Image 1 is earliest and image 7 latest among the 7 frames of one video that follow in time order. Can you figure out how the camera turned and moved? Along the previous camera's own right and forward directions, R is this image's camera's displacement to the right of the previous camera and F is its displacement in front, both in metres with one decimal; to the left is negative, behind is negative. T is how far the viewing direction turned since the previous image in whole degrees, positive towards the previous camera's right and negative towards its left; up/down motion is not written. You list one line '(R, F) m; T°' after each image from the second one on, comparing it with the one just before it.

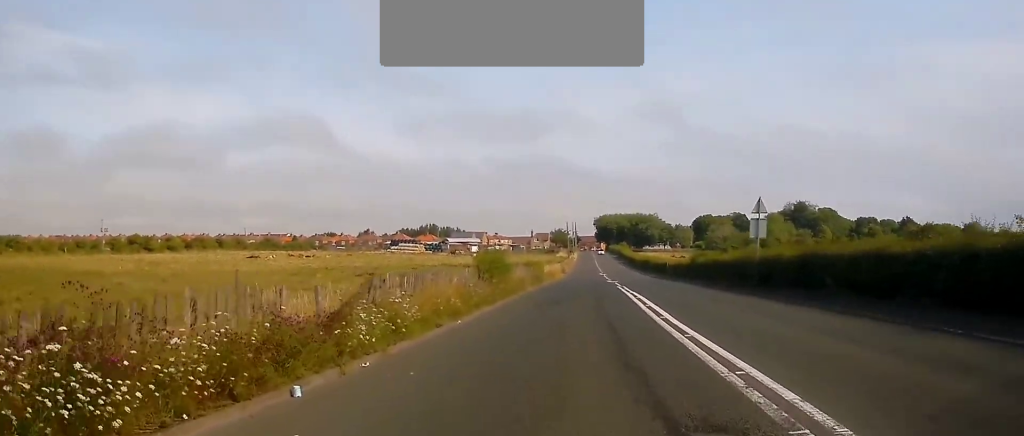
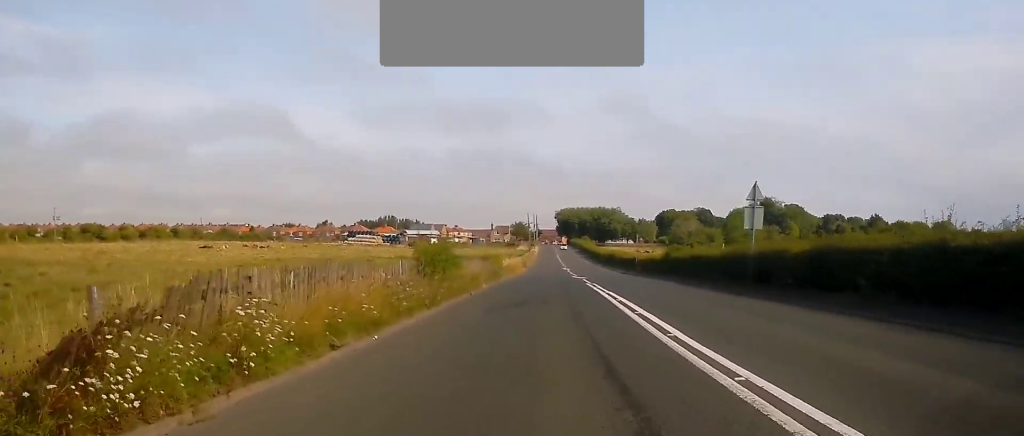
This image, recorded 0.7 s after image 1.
(+0.1, +5.1) m; +1°
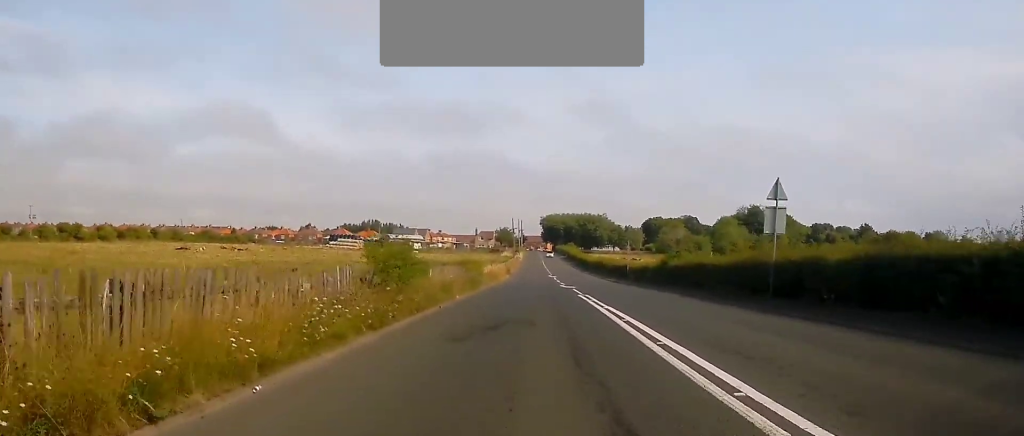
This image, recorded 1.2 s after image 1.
(0.0, +4.1) m; 0°
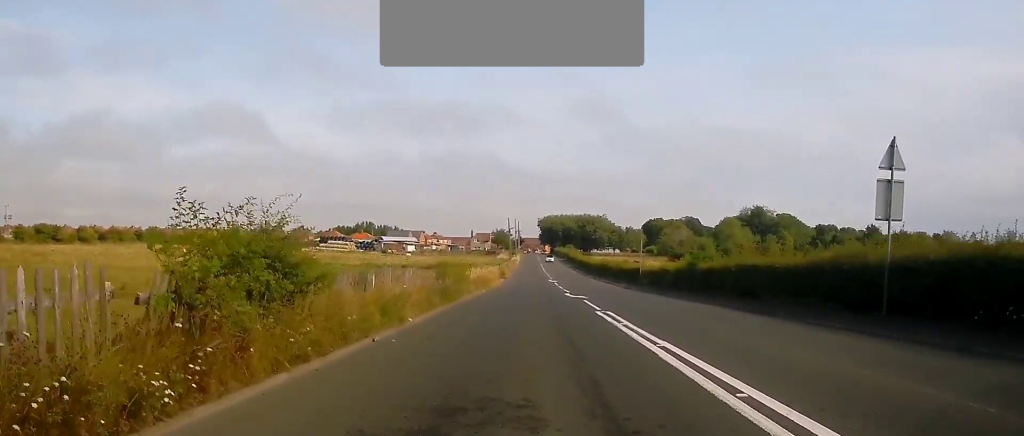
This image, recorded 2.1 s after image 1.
(0.0, +8.3) m; +1°
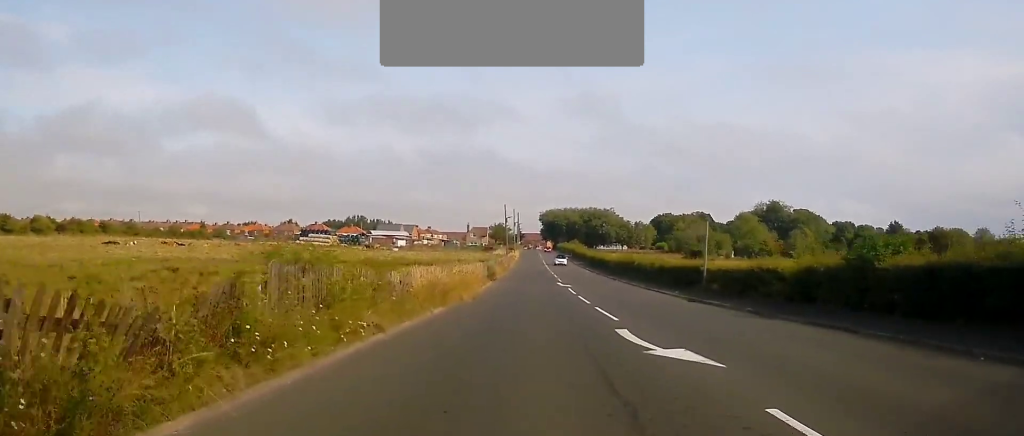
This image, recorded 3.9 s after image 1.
(+0.2, +20.5) m; +1°
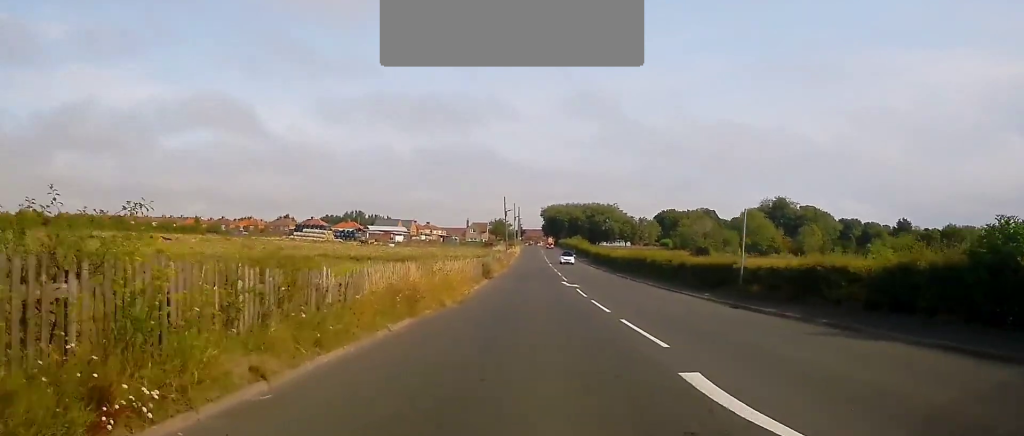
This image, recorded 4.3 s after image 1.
(0.0, +5.9) m; 0°
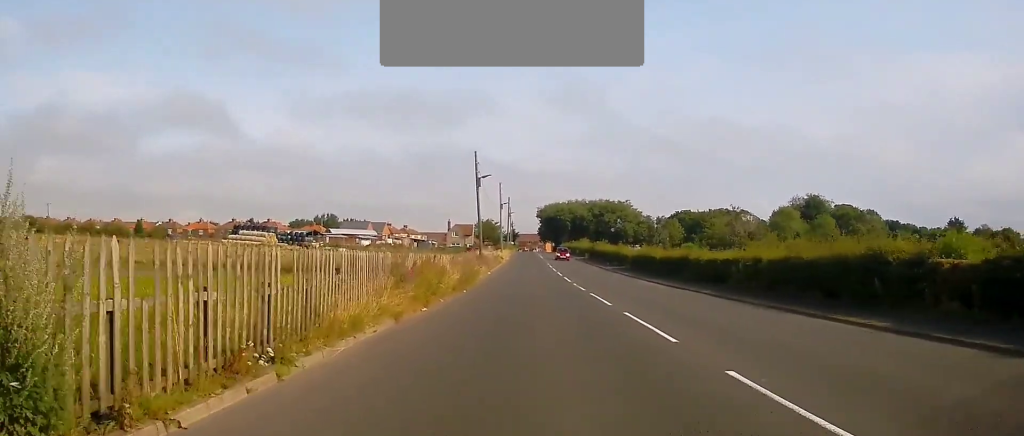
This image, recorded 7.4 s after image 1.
(+0.1, +44.4) m; 0°
